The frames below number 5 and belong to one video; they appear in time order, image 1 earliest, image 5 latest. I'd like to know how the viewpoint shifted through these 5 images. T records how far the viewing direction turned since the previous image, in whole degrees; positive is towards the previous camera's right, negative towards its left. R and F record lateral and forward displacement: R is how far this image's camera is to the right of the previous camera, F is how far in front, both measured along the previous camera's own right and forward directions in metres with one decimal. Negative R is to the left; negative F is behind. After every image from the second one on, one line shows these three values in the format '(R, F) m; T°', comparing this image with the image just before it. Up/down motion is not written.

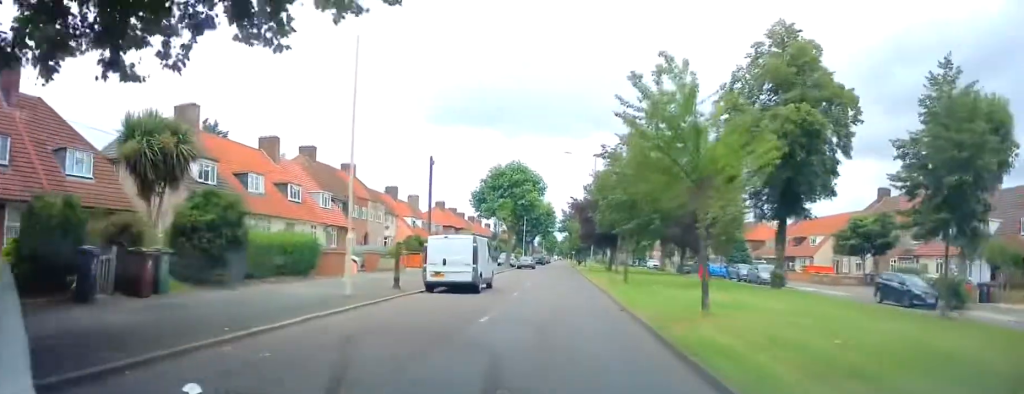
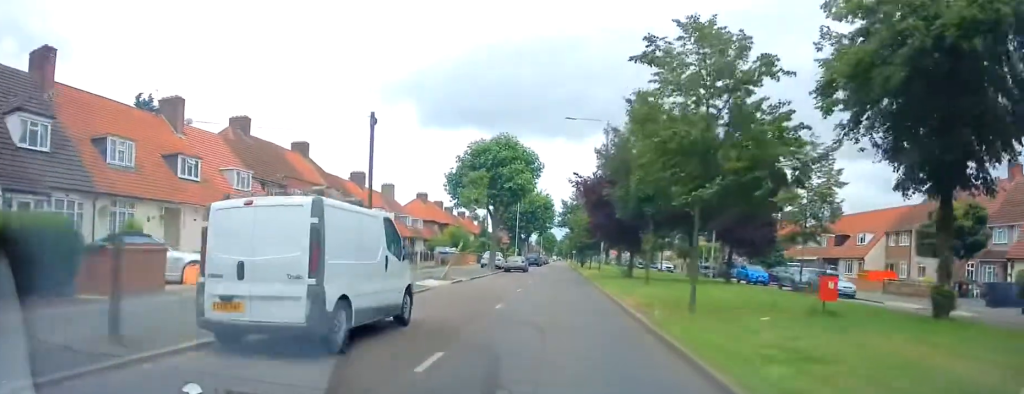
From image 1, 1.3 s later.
(0.0, +12.8) m; 0°
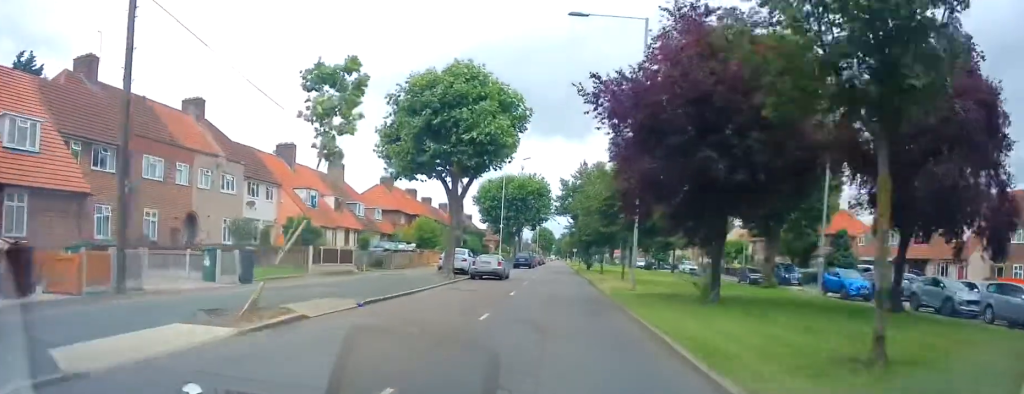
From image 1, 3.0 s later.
(+0.1, +17.0) m; 0°
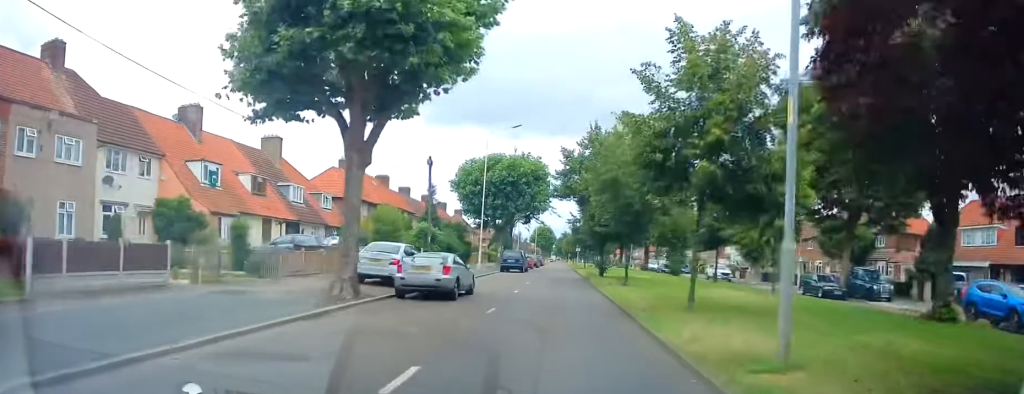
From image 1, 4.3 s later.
(0.0, +13.5) m; 0°
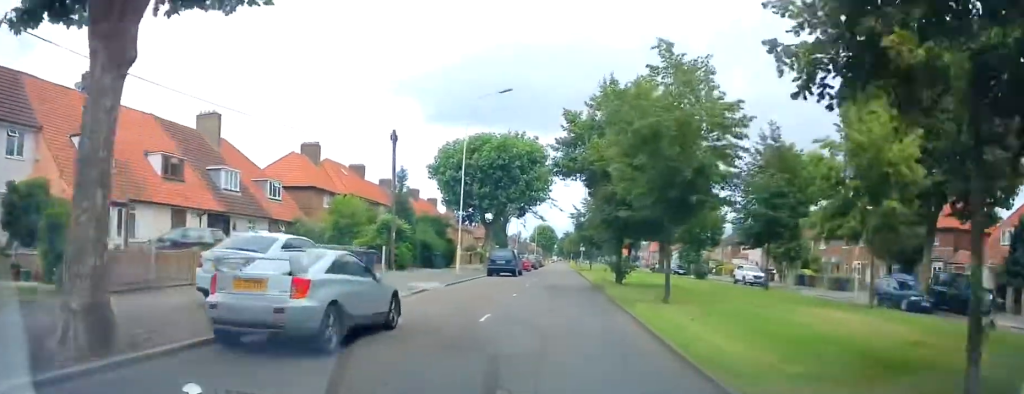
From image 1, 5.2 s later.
(-0.1, +9.1) m; 0°
